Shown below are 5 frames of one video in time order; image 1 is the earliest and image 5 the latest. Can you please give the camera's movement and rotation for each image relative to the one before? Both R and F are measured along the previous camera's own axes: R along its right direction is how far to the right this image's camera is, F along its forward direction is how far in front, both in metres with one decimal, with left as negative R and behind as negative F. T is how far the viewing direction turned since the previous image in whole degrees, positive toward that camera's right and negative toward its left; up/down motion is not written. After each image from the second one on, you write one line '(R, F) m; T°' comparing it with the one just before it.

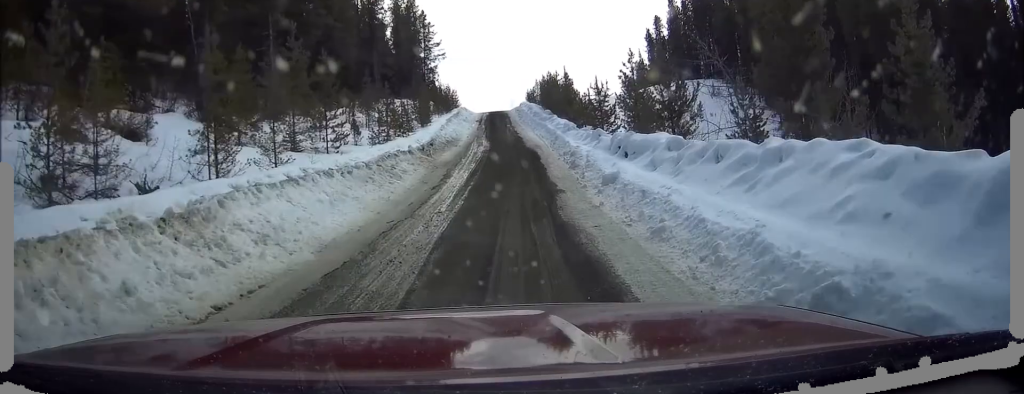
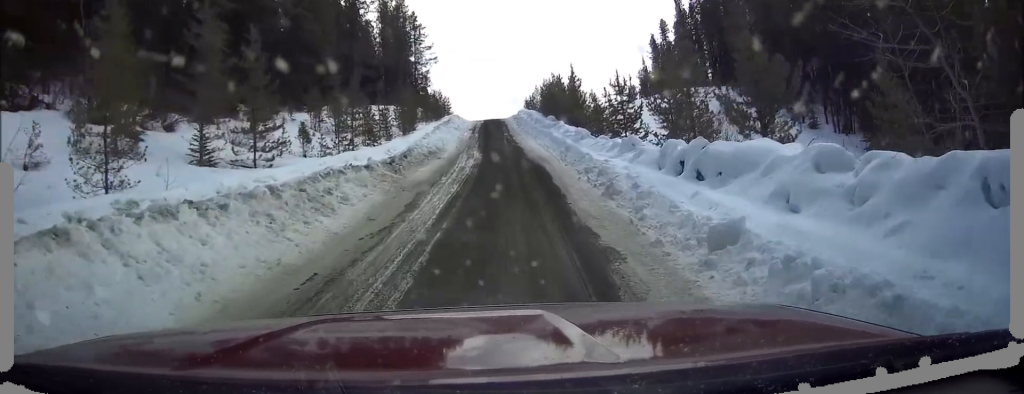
(+0.2, +7.9) m; +3°
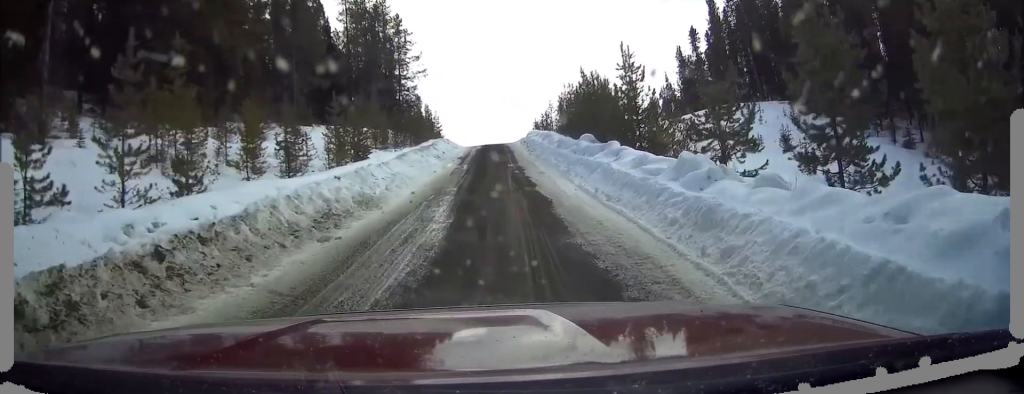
(0.0, +19.2) m; -2°
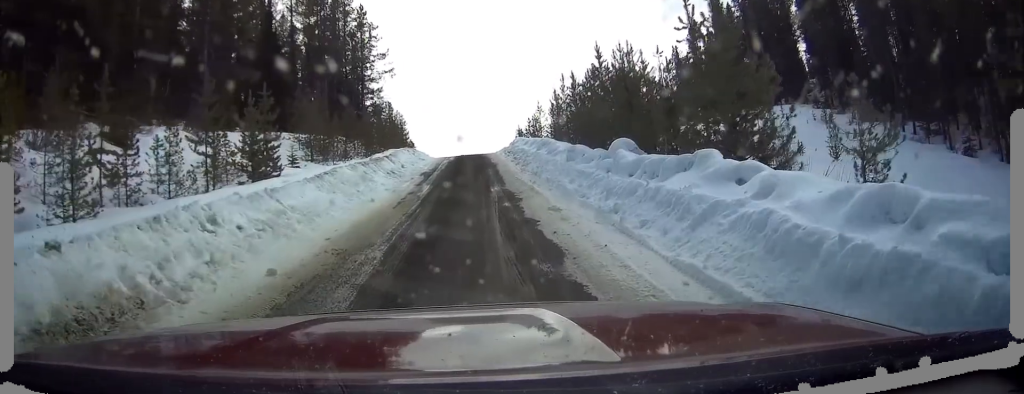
(-0.2, +11.3) m; -1°
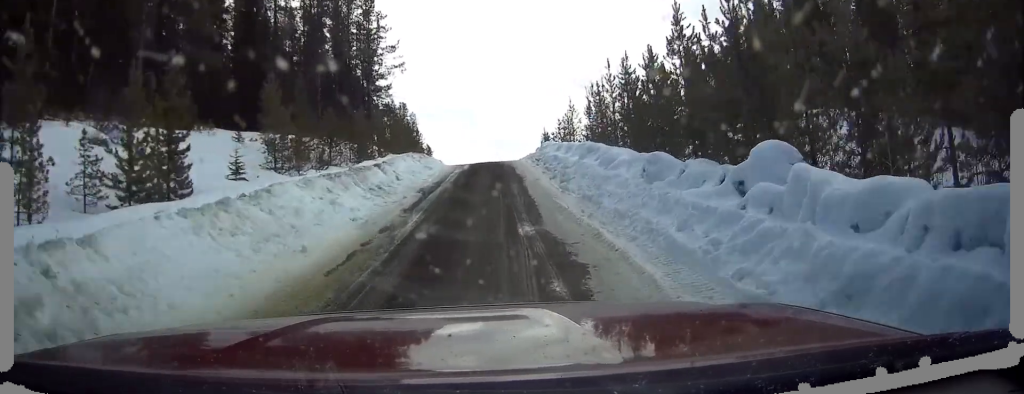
(-0.1, +8.4) m; -2°
